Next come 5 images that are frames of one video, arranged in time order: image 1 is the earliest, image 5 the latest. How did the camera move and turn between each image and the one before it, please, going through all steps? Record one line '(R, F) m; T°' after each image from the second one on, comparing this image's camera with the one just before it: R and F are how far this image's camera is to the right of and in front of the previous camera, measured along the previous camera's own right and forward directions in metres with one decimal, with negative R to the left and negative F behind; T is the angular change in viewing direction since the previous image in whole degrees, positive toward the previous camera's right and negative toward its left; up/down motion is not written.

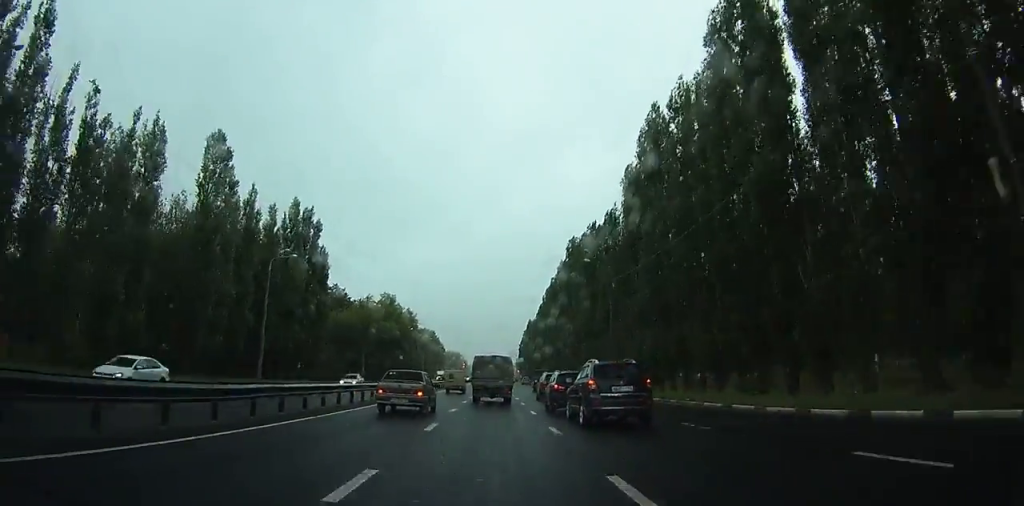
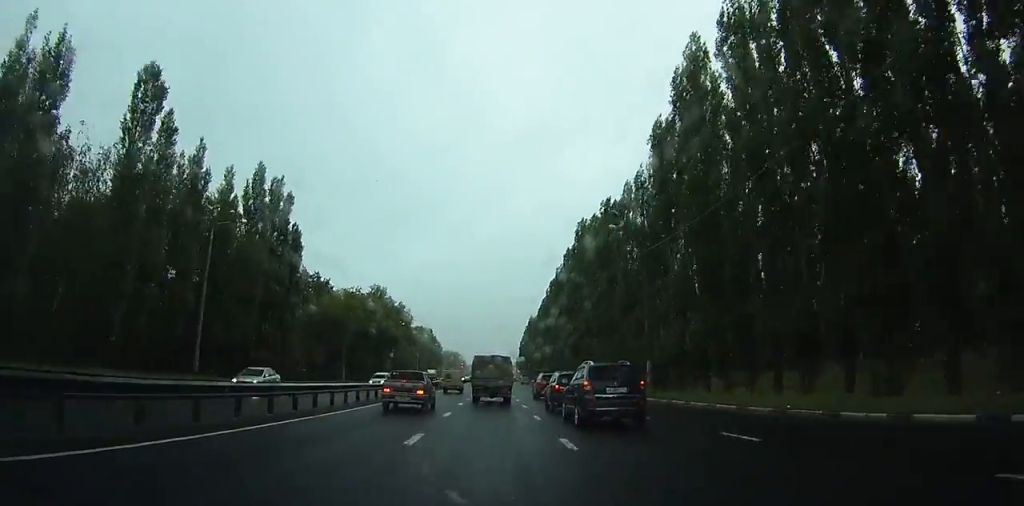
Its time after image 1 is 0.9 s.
(0.0, +11.4) m; 0°
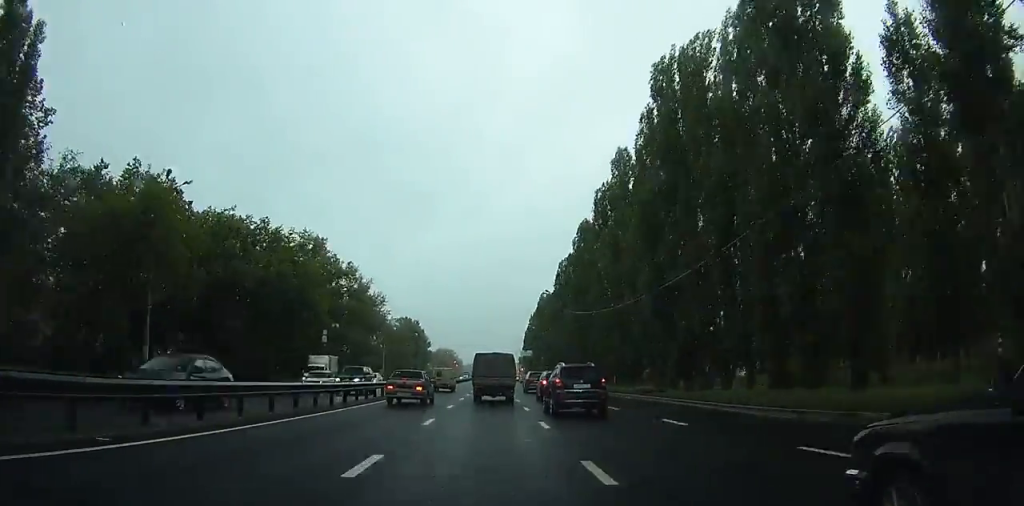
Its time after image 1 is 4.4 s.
(-0.3, +44.8) m; -1°
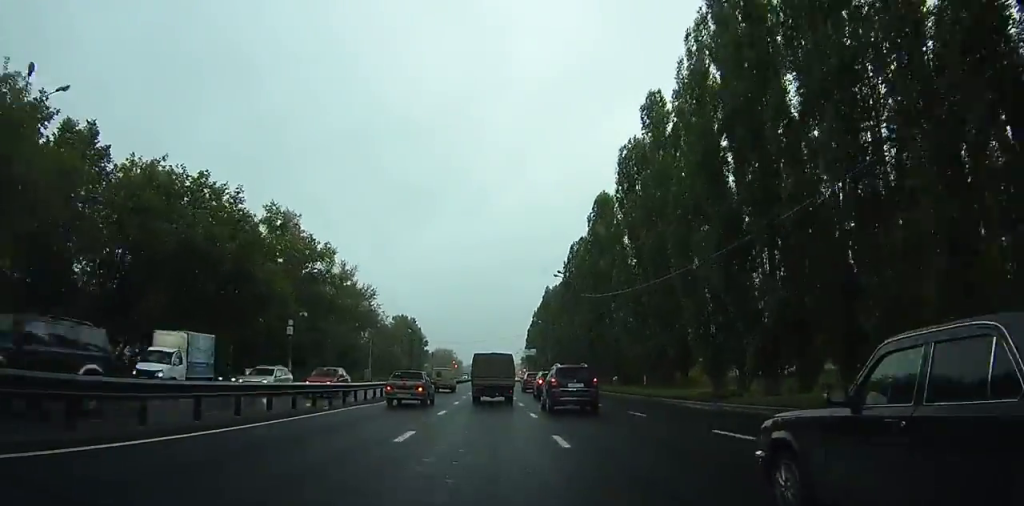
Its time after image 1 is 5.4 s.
(0.0, +12.2) m; 0°
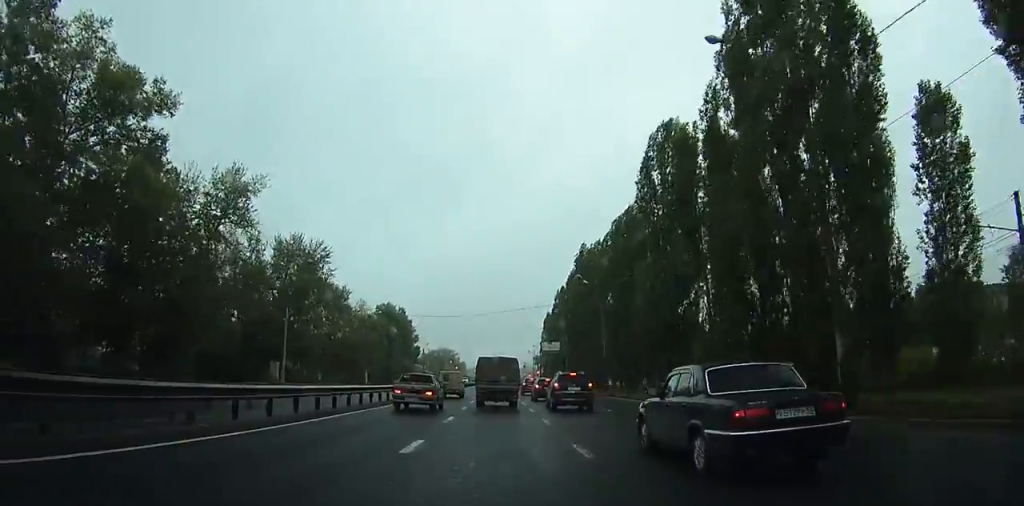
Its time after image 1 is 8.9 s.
(+0.3, +42.2) m; +1°
